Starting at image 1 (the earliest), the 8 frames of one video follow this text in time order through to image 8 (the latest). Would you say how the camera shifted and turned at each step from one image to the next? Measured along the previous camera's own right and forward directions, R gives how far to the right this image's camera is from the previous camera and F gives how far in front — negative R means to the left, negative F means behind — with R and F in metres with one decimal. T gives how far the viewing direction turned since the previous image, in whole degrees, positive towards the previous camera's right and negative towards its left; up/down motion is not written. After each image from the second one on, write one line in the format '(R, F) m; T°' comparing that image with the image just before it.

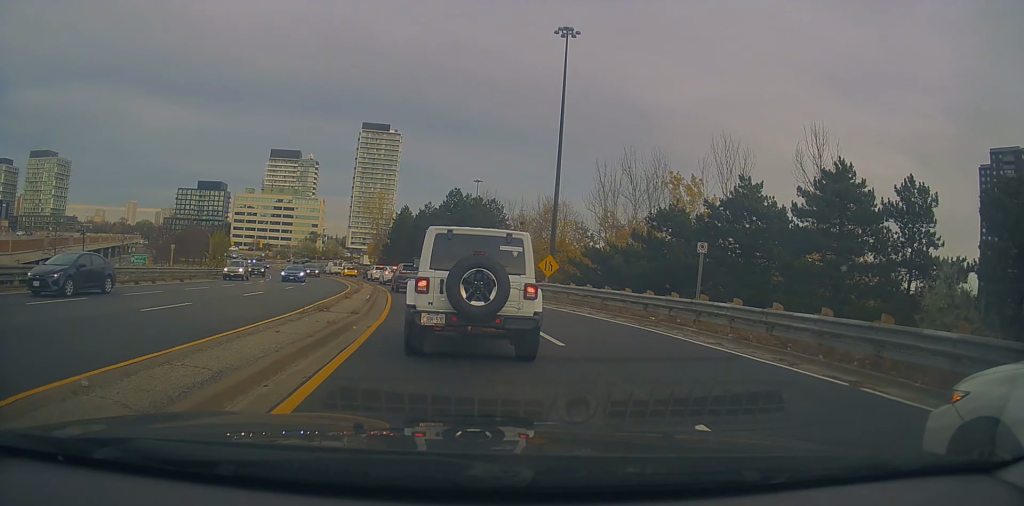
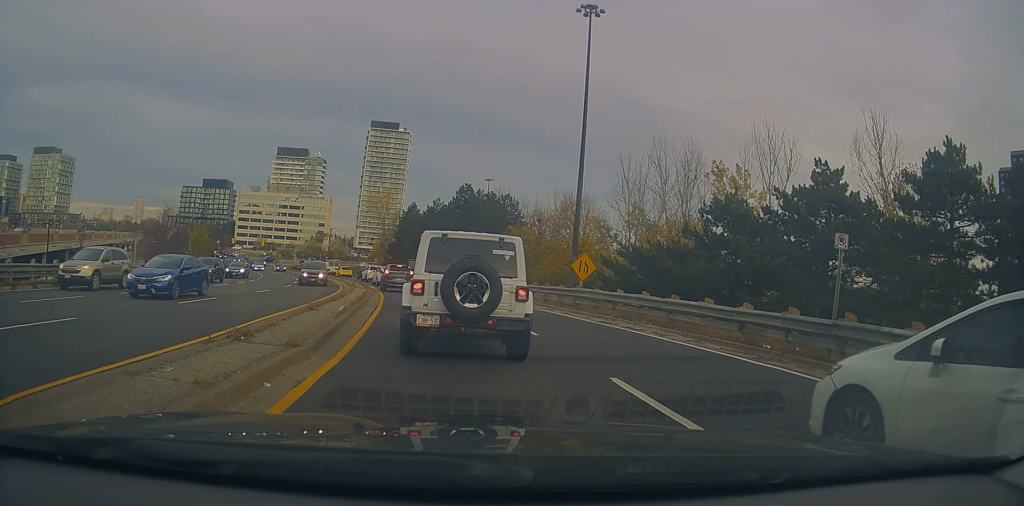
(-0.3, +6.5) m; +2°
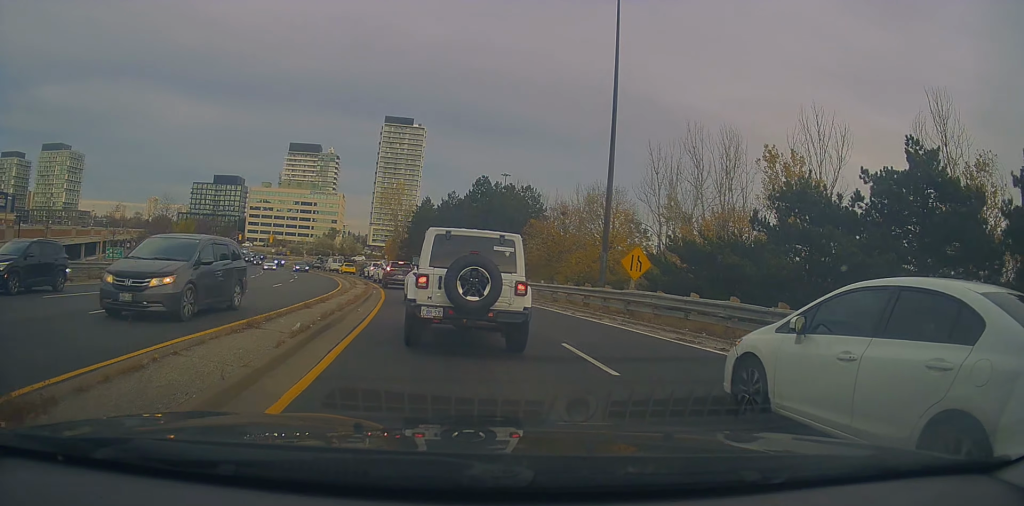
(+0.3, +5.4) m; -1°
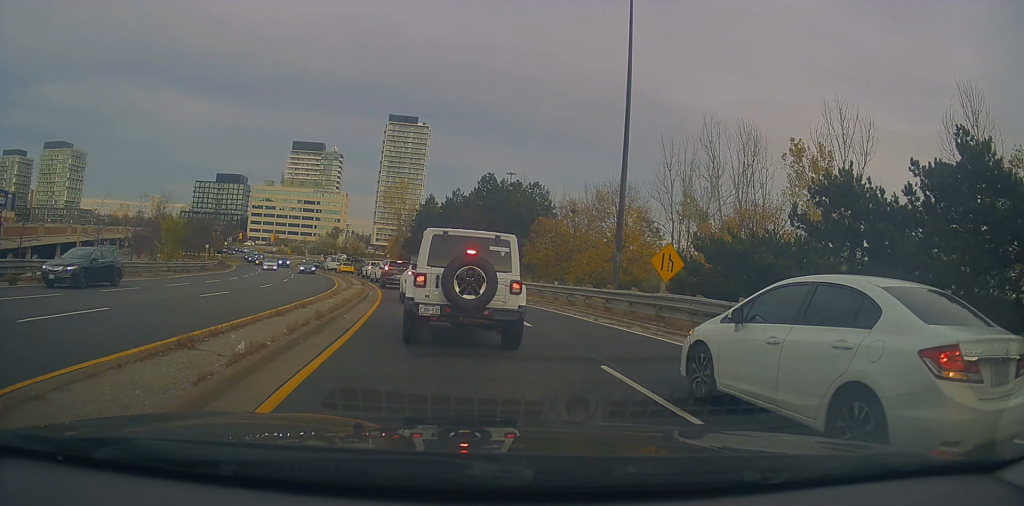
(-0.2, +2.6) m; -3°
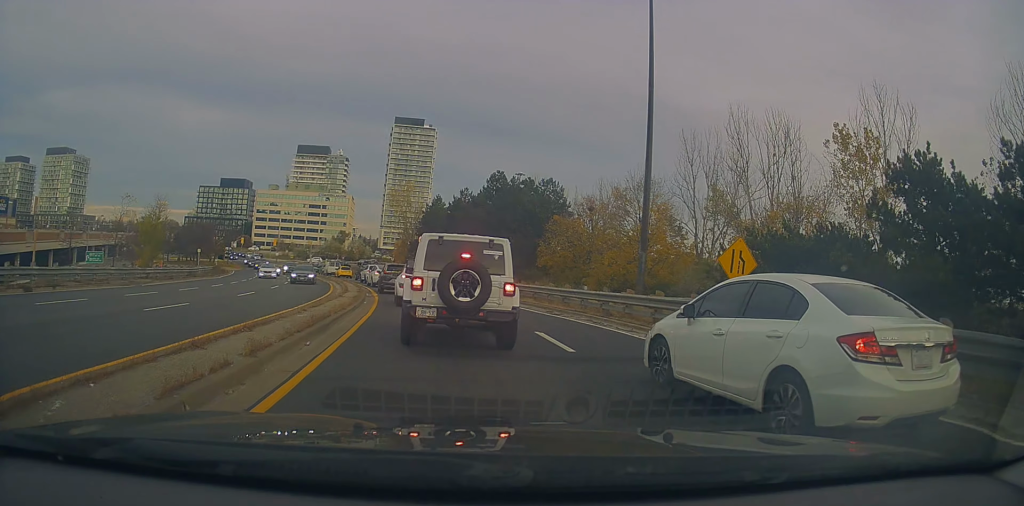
(-0.1, +4.2) m; -1°
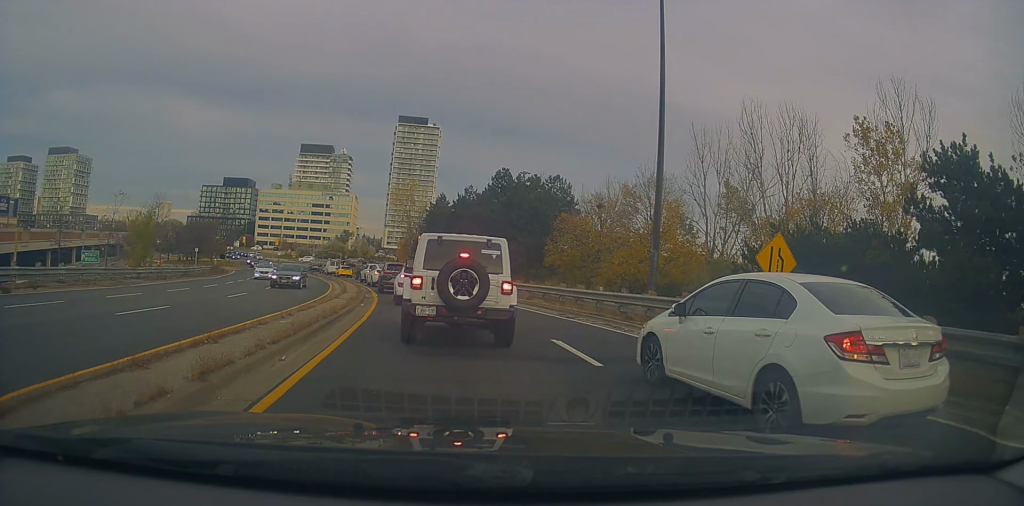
(0.0, +1.8) m; 0°
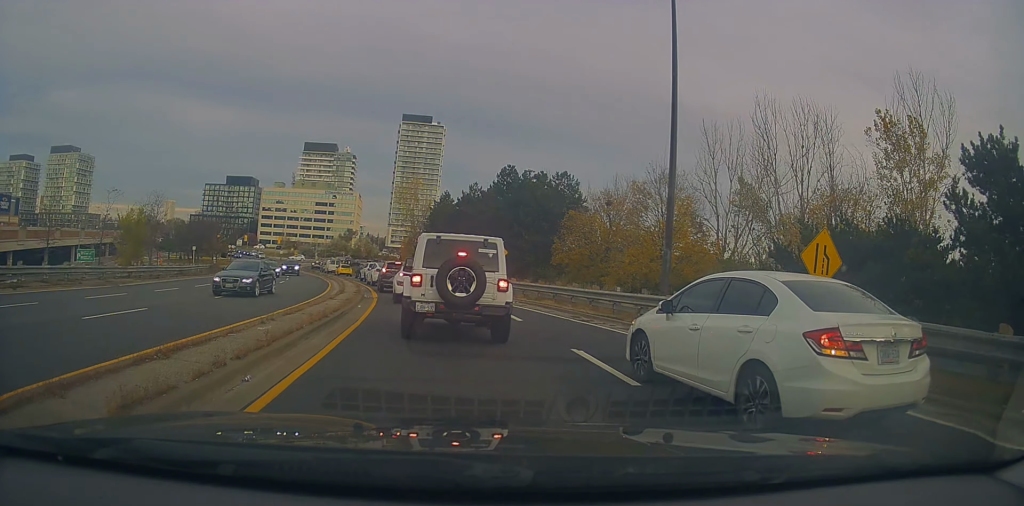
(0.0, +1.9) m; 0°
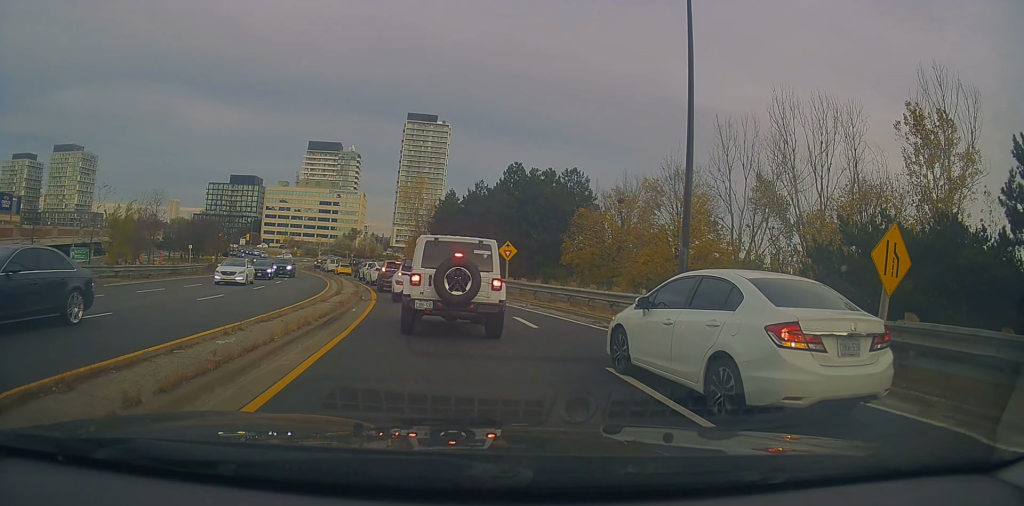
(0.0, +2.6) m; -4°
